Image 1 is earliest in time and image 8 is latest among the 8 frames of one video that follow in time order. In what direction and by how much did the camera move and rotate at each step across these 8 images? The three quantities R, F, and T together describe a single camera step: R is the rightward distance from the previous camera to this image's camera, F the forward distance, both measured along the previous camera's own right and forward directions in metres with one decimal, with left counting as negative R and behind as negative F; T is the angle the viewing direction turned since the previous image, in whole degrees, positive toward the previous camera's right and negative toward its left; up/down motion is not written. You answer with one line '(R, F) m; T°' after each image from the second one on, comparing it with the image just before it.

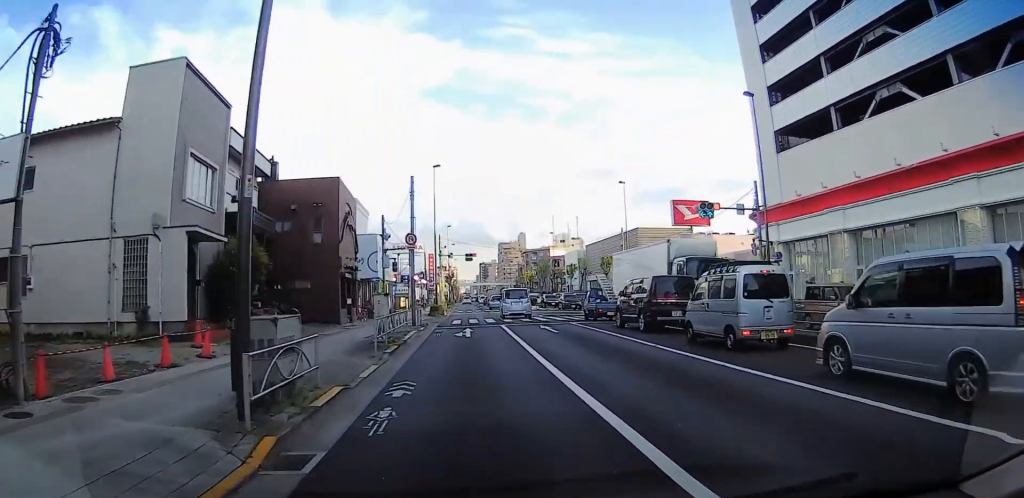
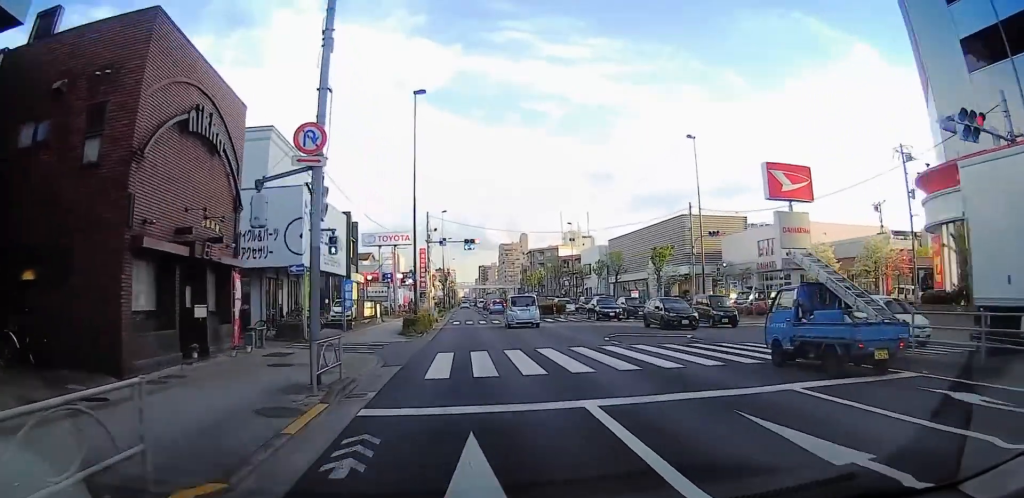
(+0.2, +19.0) m; +2°
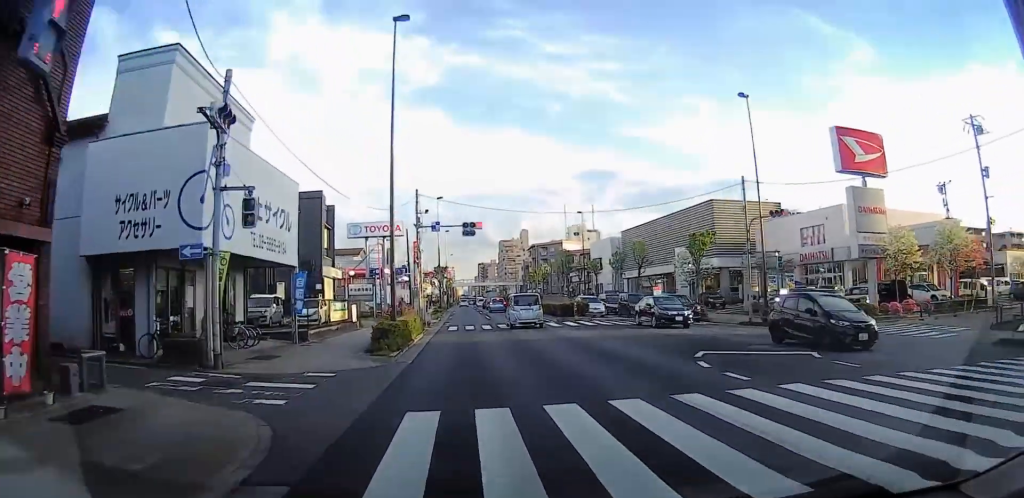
(+0.1, +8.9) m; 0°
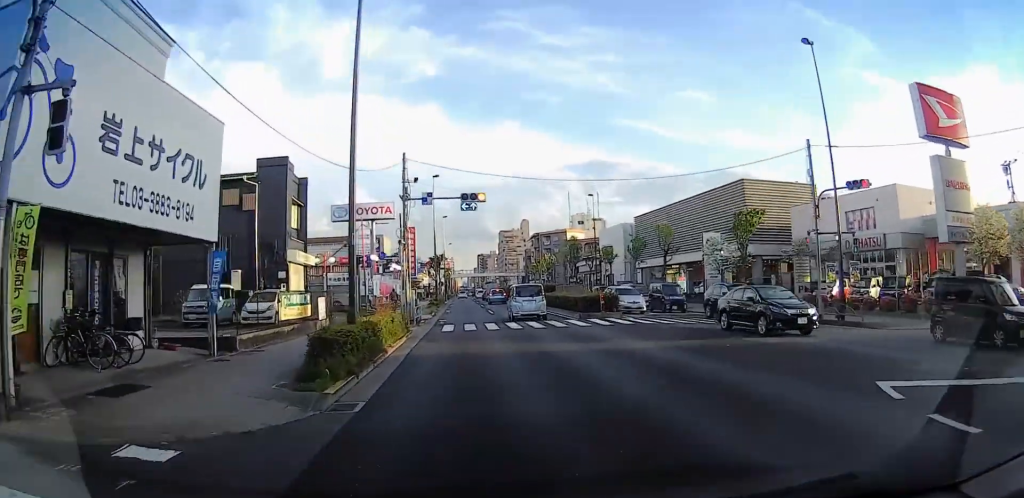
(0.0, +7.5) m; 0°
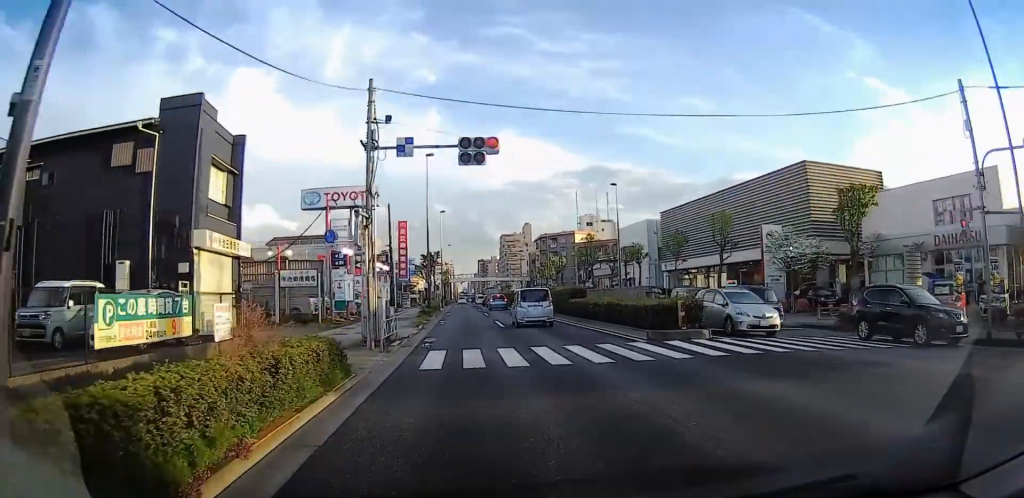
(0.0, +10.6) m; 0°
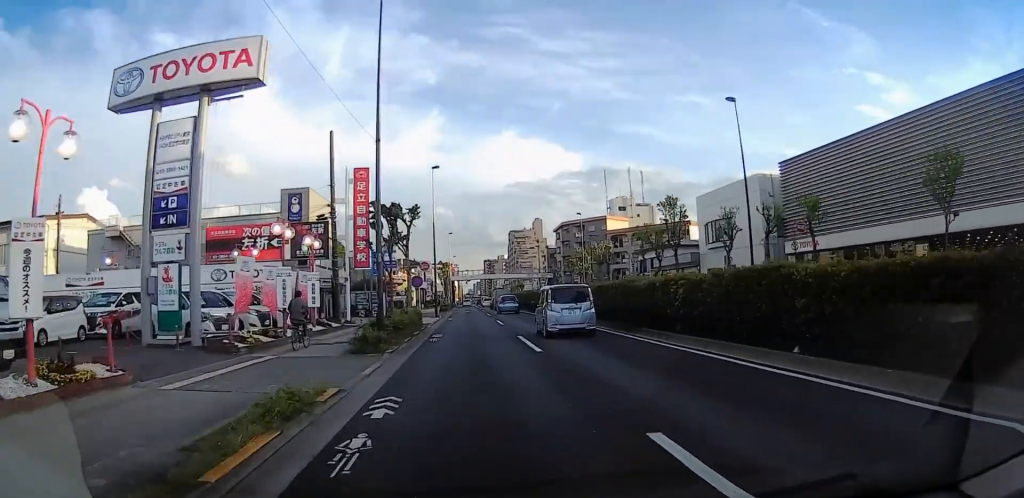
(0.0, +26.4) m; 0°
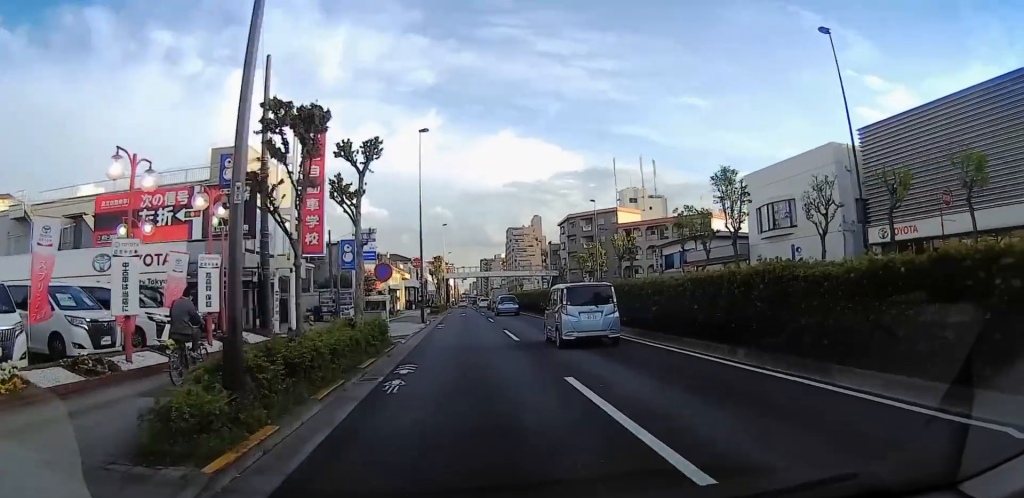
(0.0, +10.4) m; 0°
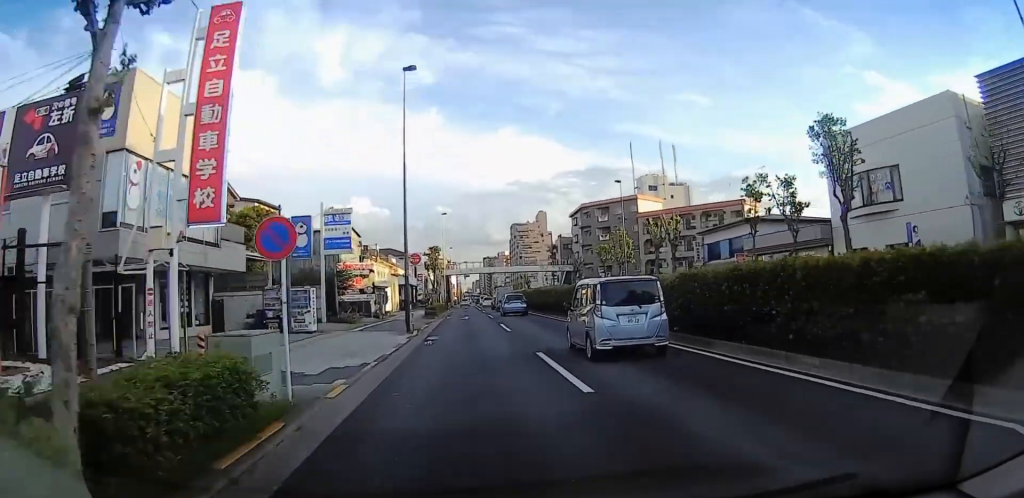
(0.0, +10.5) m; -1°
